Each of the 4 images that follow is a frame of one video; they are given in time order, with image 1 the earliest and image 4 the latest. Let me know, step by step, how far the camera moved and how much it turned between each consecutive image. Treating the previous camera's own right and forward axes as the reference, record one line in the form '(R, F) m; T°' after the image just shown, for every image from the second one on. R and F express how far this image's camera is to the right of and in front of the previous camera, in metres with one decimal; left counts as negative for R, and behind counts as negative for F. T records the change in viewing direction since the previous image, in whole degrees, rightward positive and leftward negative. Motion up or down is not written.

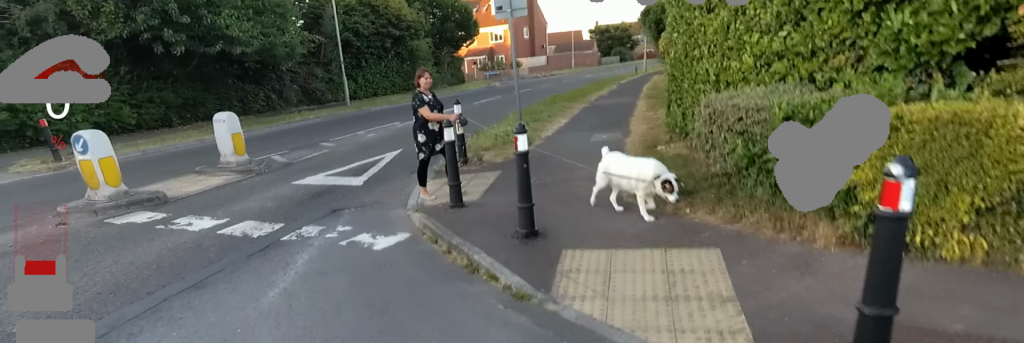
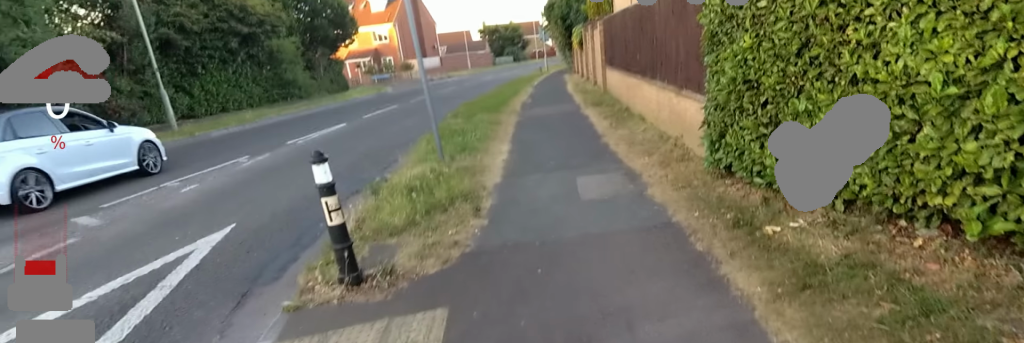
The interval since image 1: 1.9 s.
(+0.9, +5.8) m; +2°
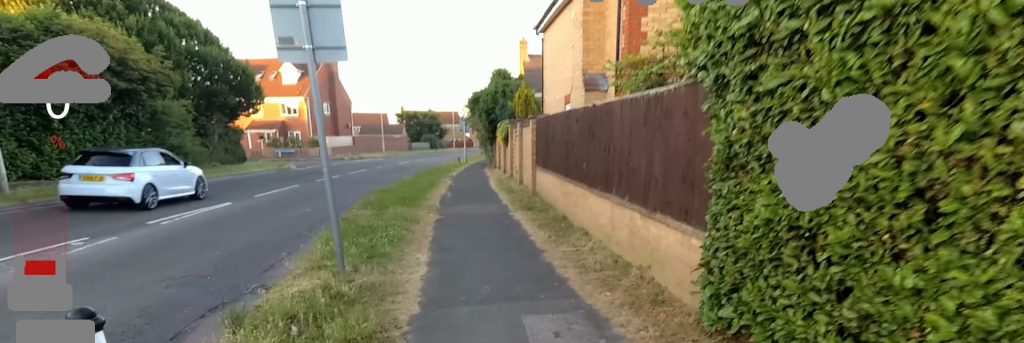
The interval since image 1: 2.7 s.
(-0.5, +3.1) m; -4°
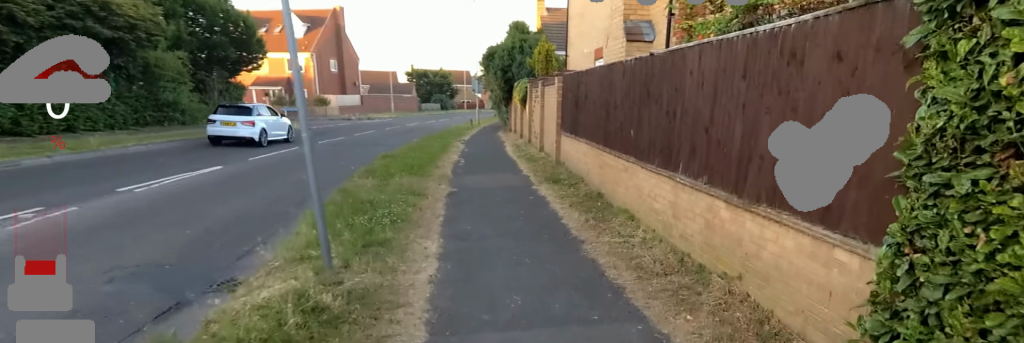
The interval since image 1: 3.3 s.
(-0.1, +3.2) m; +2°
